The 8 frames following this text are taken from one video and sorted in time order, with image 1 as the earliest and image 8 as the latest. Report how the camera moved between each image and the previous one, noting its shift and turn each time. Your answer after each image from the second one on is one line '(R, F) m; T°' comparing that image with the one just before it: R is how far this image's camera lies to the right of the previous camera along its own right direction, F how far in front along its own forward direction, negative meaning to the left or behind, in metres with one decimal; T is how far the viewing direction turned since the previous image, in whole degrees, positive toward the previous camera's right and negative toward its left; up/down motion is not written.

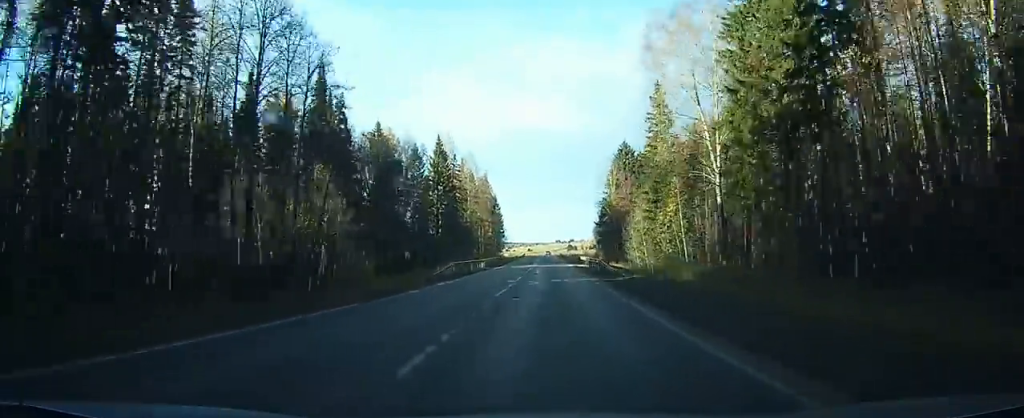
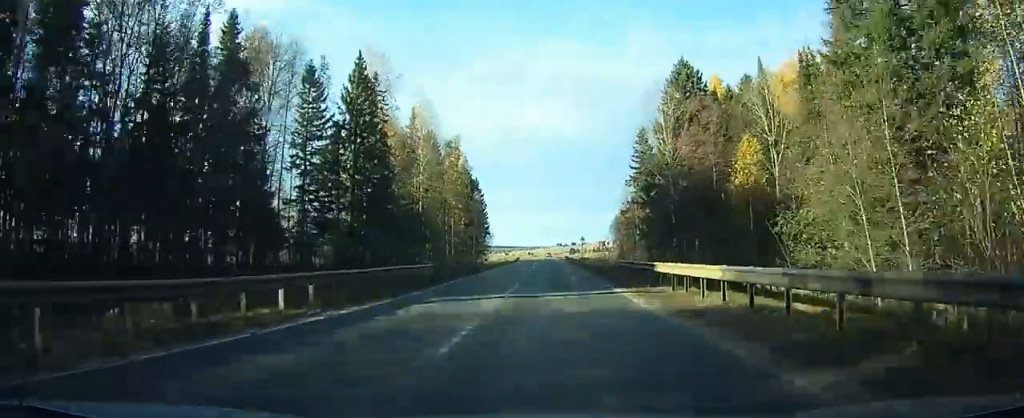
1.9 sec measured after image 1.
(-0.1, +47.3) m; 0°
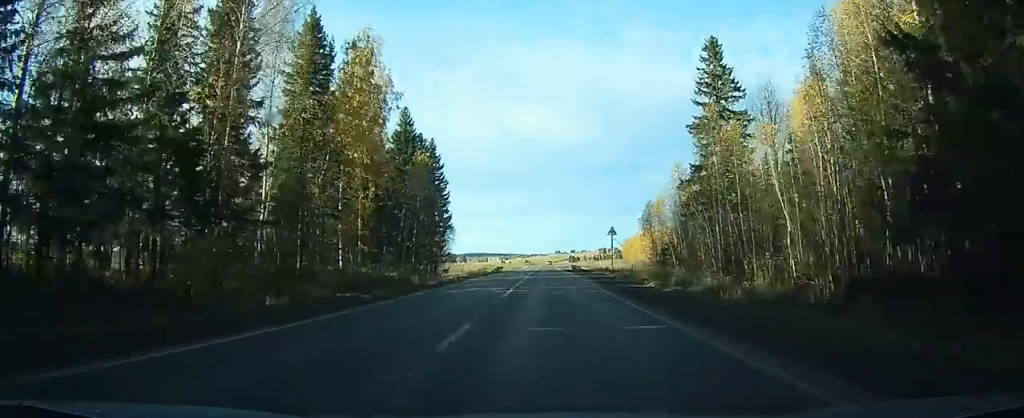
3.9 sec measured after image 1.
(0.0, +47.3) m; 0°
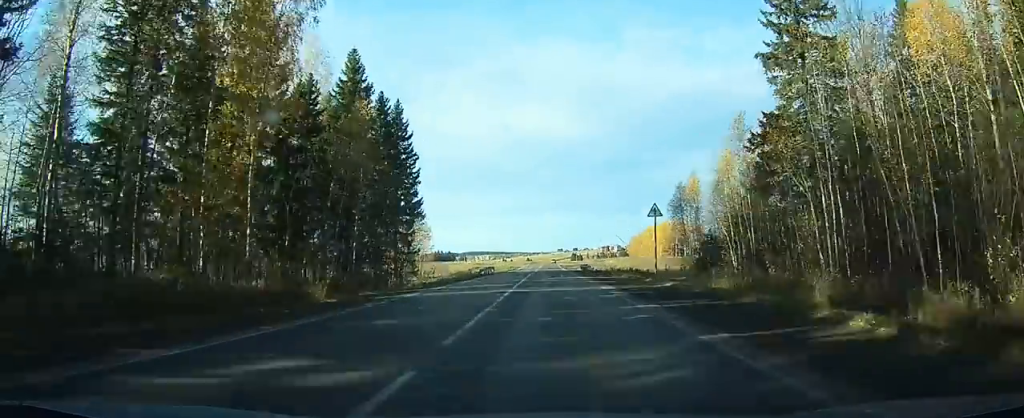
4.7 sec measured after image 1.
(0.0, +19.6) m; 0°
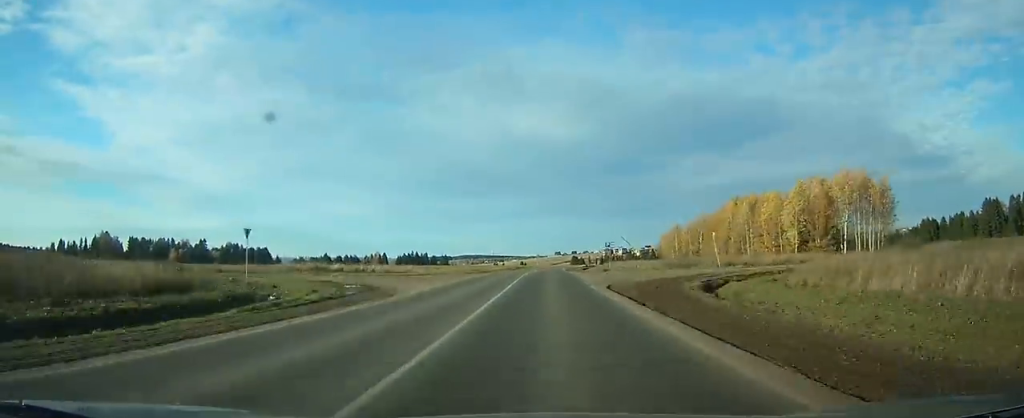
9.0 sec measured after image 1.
(+0.4, +105.1) m; +1°
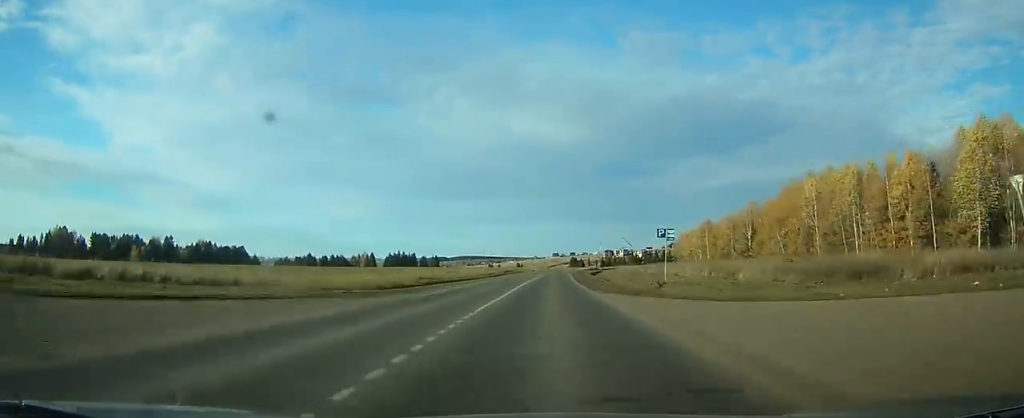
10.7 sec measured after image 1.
(+0.1, +39.9) m; 0°
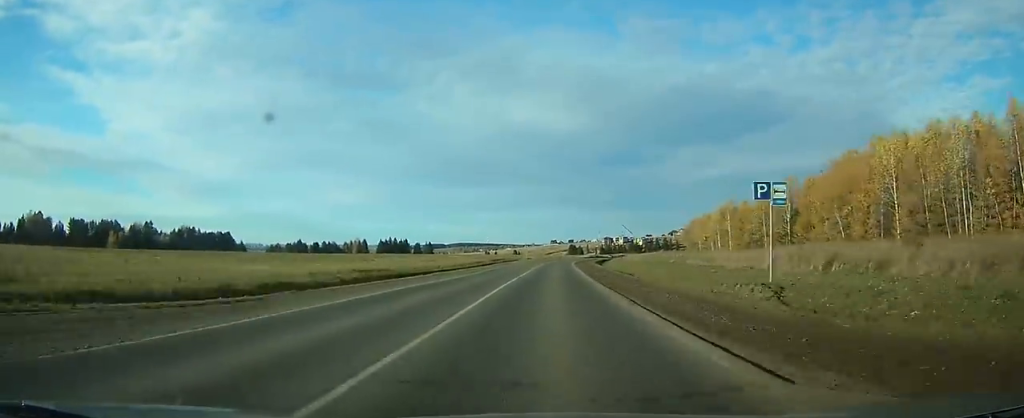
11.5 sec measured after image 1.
(-0.1, +20.5) m; 0°
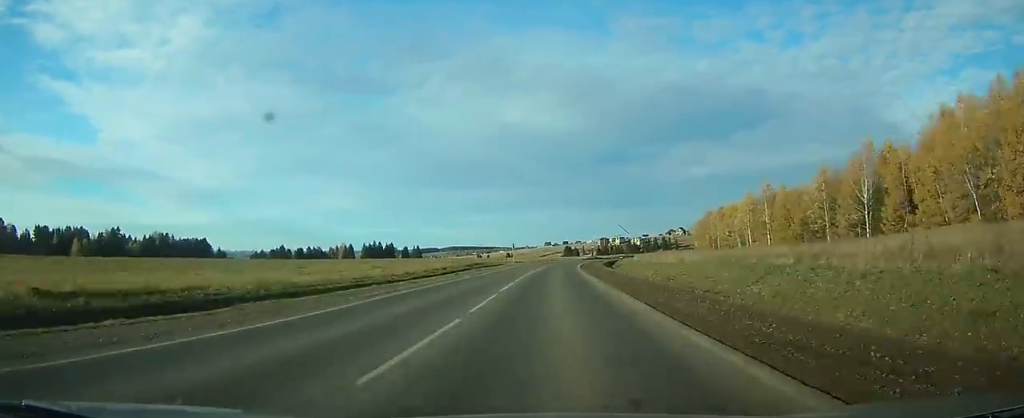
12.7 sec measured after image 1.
(-0.1, +26.9) m; 0°
